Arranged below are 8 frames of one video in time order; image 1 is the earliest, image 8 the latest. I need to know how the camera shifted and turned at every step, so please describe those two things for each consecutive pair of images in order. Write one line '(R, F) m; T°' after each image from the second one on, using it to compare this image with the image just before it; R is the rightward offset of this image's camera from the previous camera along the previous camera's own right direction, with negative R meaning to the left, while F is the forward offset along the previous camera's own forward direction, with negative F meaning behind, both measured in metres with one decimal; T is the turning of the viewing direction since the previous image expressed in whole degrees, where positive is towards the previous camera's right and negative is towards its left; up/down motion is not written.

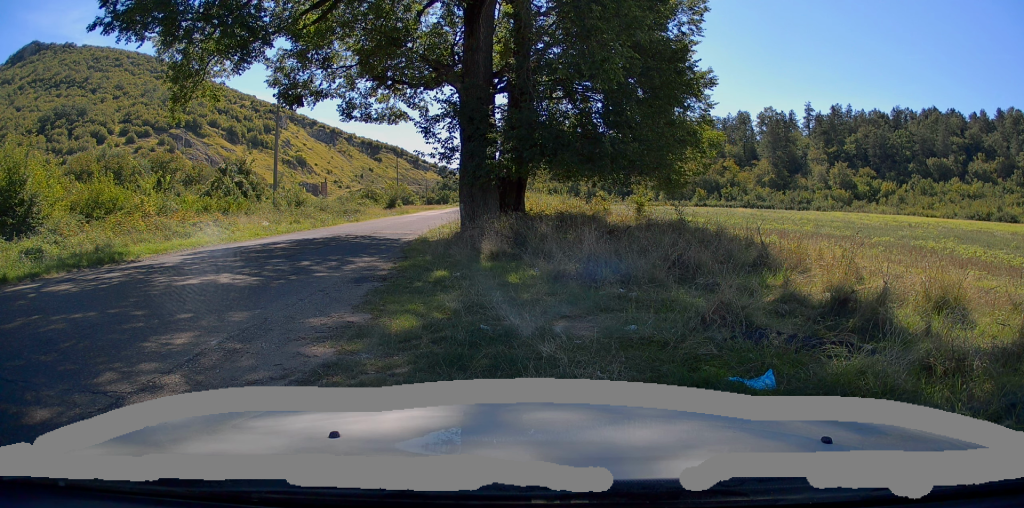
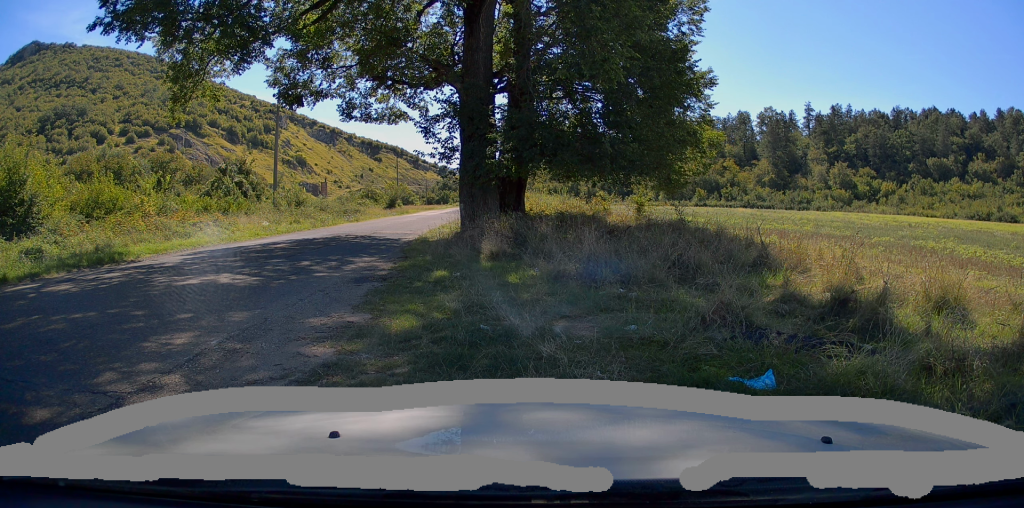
(0.0, 0.0) m; 0°
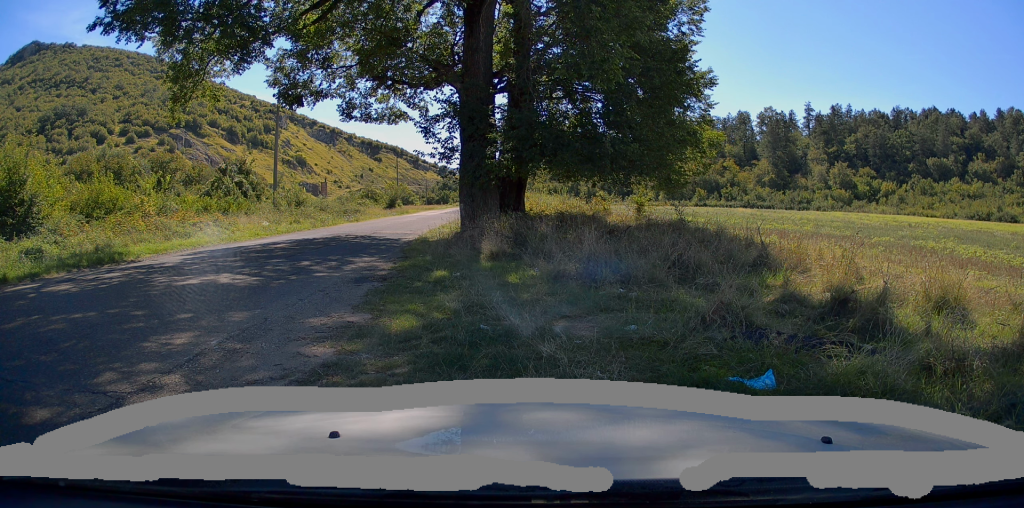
(0.0, 0.0) m; 0°
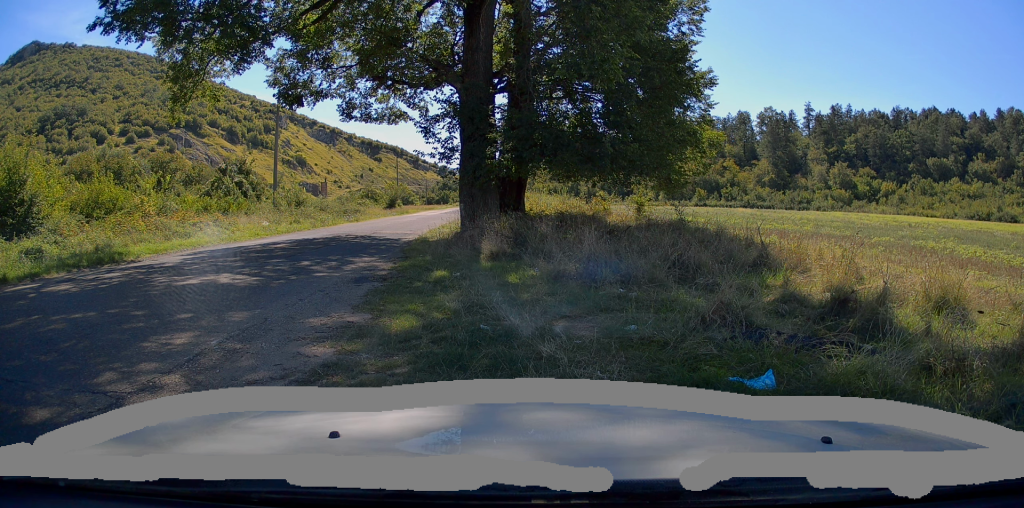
(0.0, 0.0) m; 0°
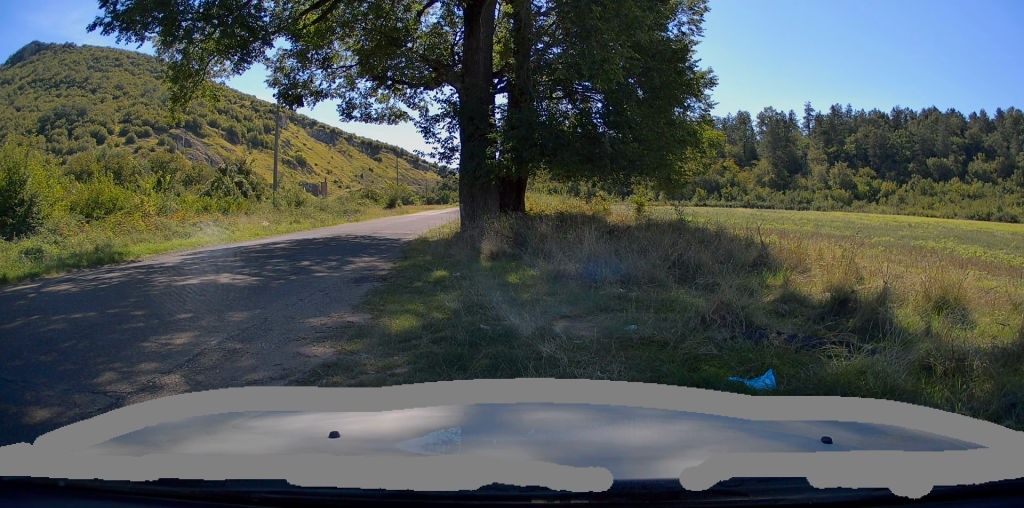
(0.0, 0.0) m; 0°
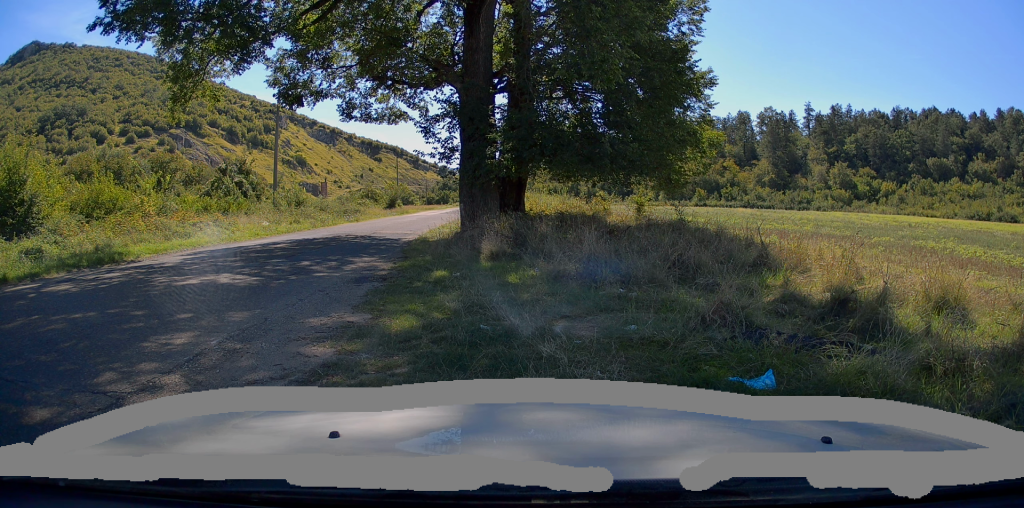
(0.0, 0.0) m; 0°
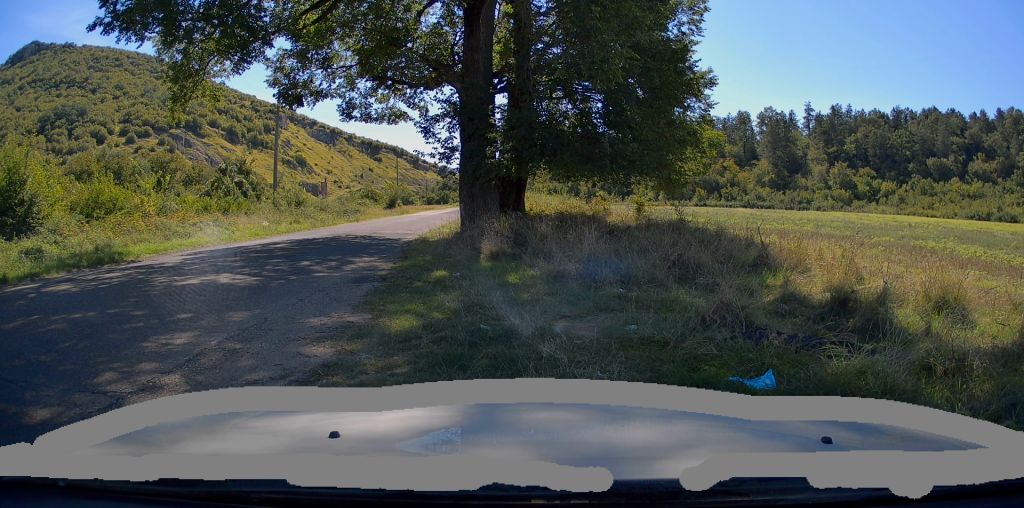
(0.0, 0.0) m; 0°
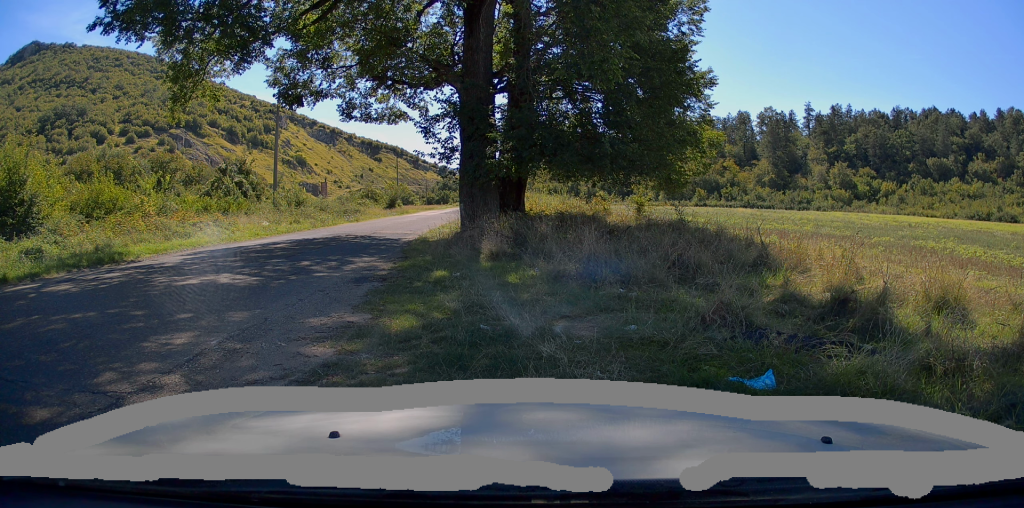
(0.0, 0.0) m; 0°
